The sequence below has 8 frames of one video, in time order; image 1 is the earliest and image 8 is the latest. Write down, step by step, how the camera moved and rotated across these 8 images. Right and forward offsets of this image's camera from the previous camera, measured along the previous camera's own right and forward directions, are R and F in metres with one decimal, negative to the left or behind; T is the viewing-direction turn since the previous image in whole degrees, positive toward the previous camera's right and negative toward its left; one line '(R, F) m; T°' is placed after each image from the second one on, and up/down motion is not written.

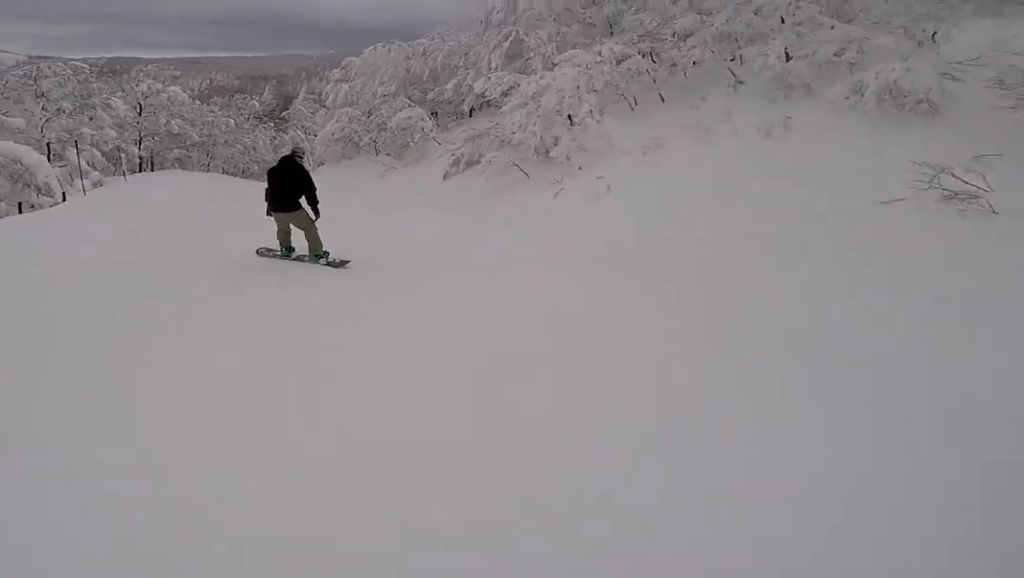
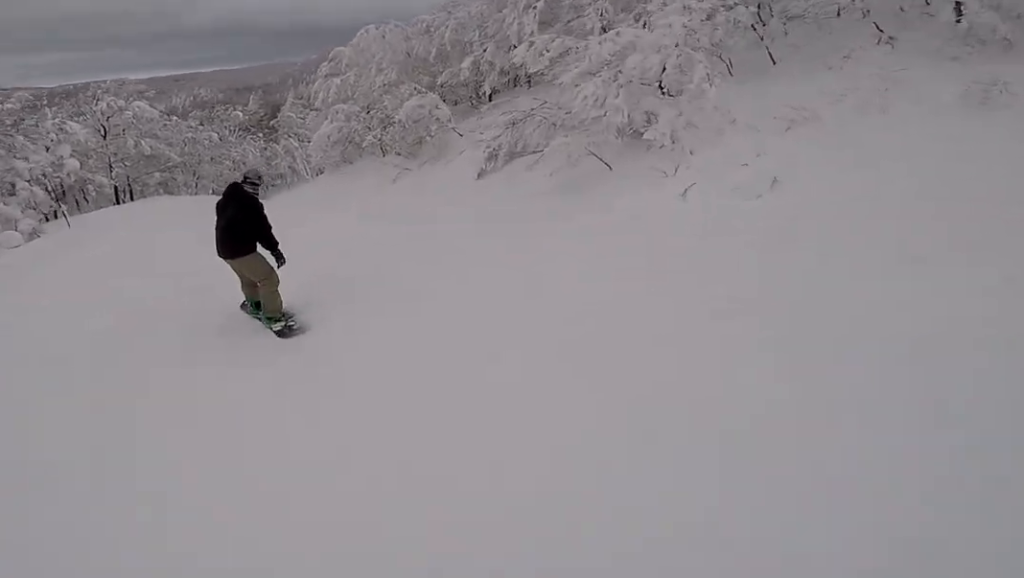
(-0.5, +4.5) m; -6°
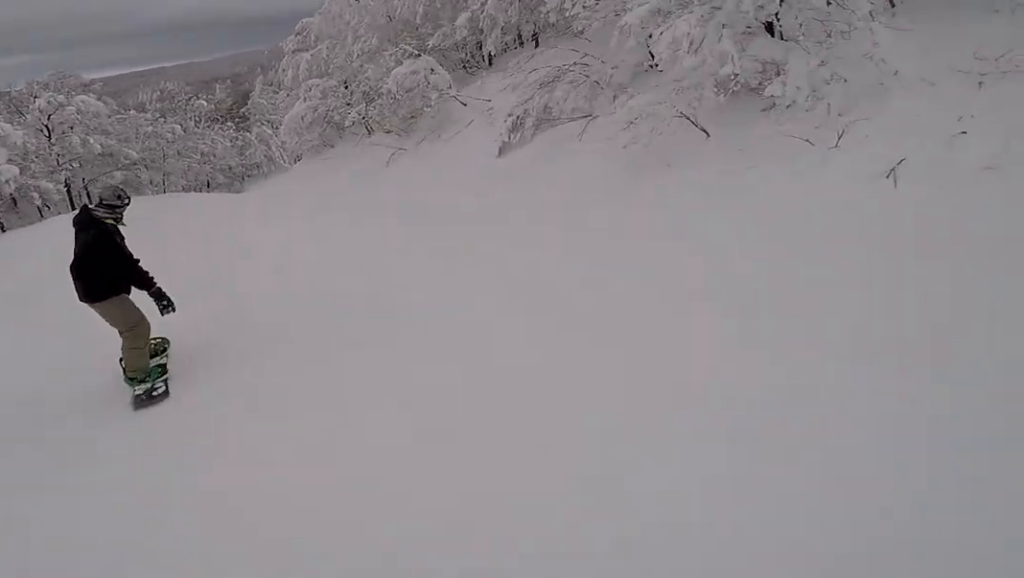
(-0.1, +3.6) m; -5°
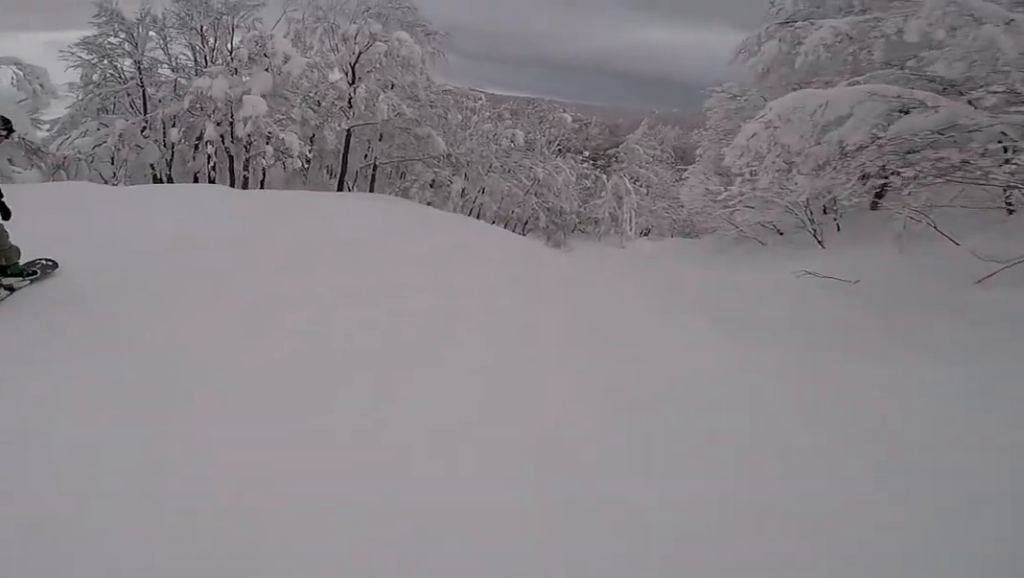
(-2.2, +14.2) m; -7°
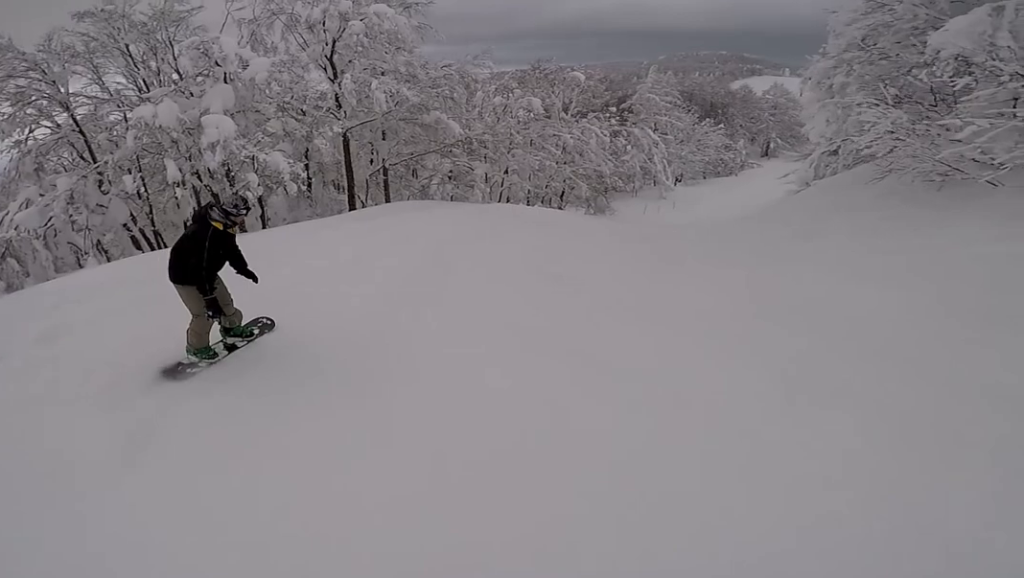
(+0.4, +4.4) m; +7°
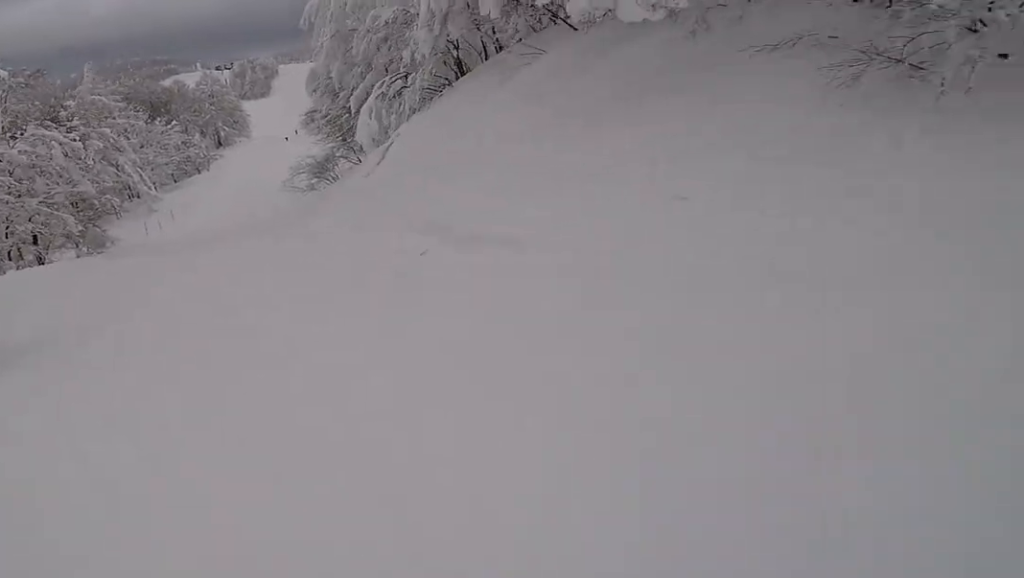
(+1.8, +12.1) m; +16°
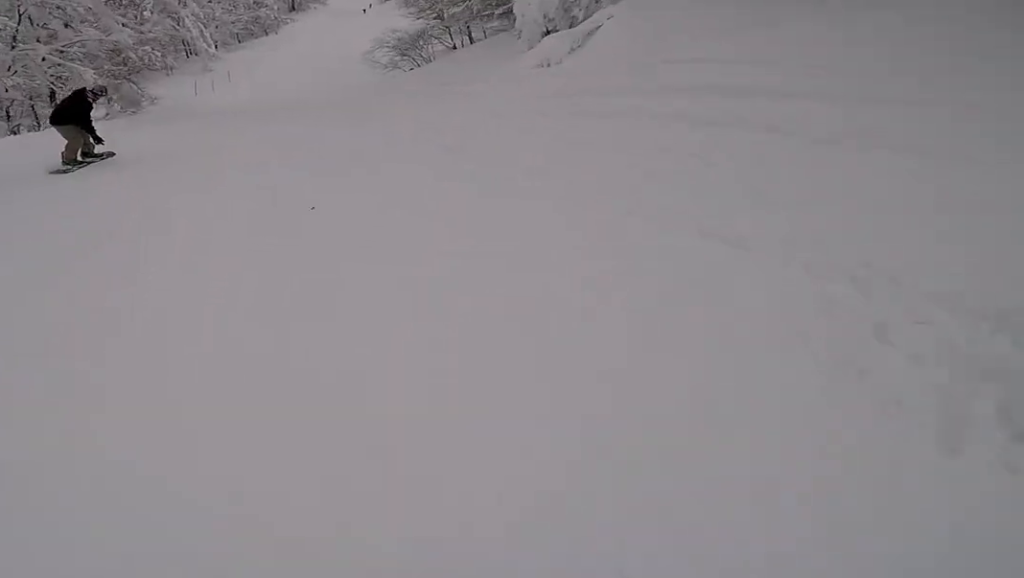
(+0.5, +7.6) m; +4°
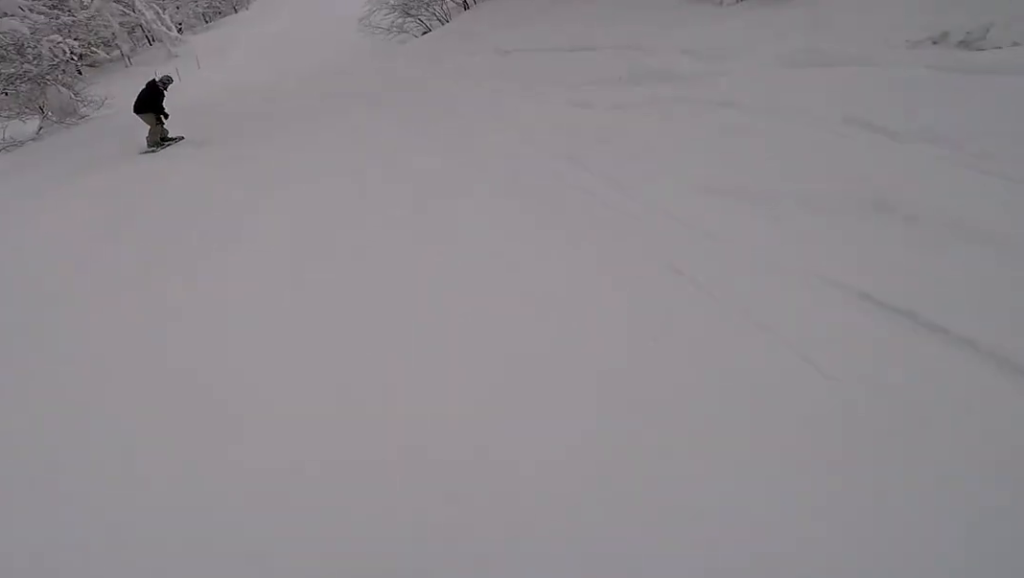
(0.0, +7.7) m; 0°
